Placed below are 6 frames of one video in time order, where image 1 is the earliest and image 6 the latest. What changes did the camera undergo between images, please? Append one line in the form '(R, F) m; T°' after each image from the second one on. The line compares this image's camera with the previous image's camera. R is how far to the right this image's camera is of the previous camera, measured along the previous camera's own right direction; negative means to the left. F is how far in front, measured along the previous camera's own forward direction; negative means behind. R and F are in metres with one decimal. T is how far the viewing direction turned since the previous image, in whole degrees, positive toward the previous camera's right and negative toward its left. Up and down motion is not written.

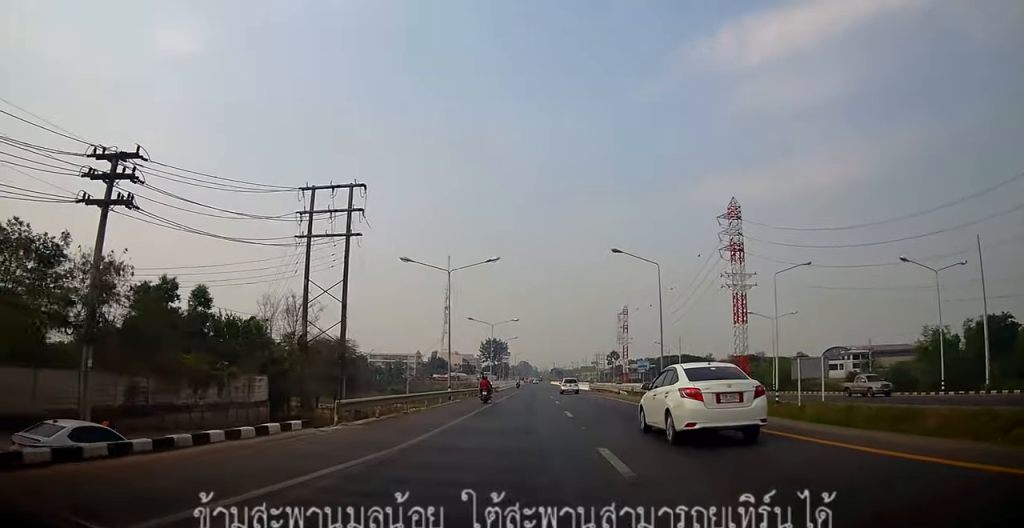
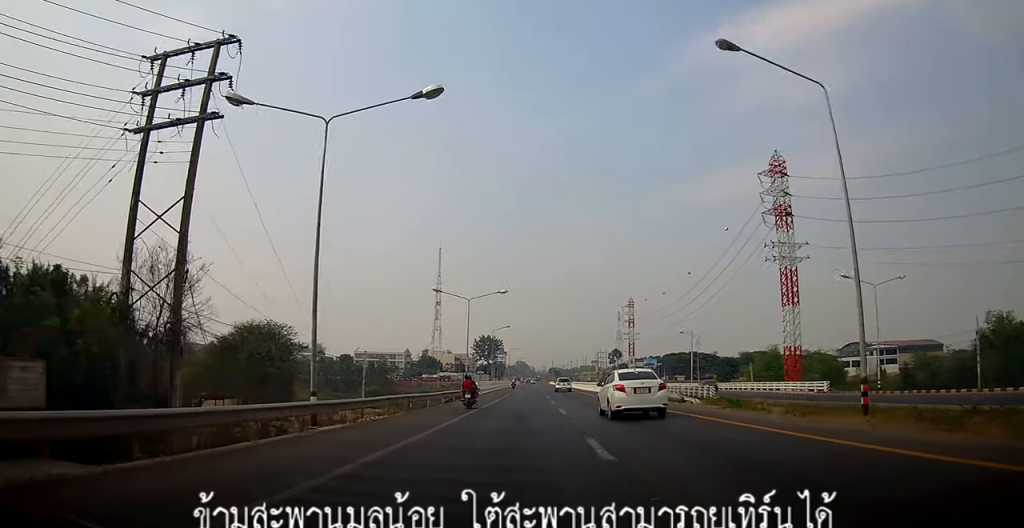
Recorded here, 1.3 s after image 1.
(-0.2, +22.7) m; 0°
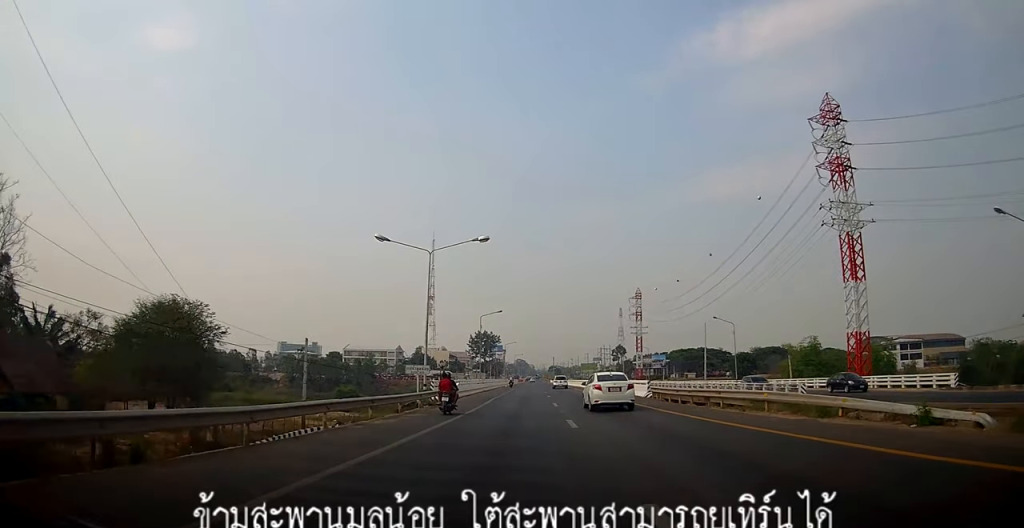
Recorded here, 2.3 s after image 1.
(+0.3, +18.0) m; +1°
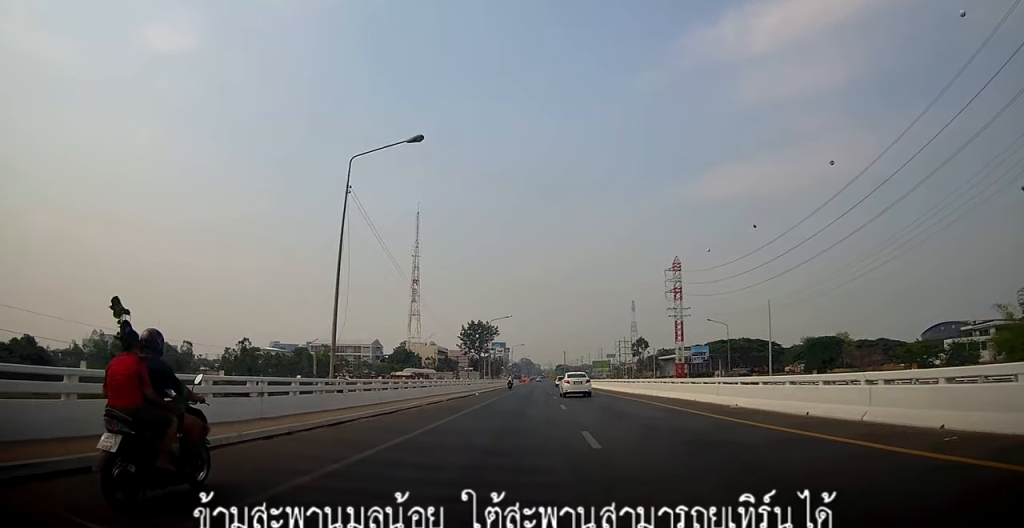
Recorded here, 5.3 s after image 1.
(-1.5, +51.2) m; 0°
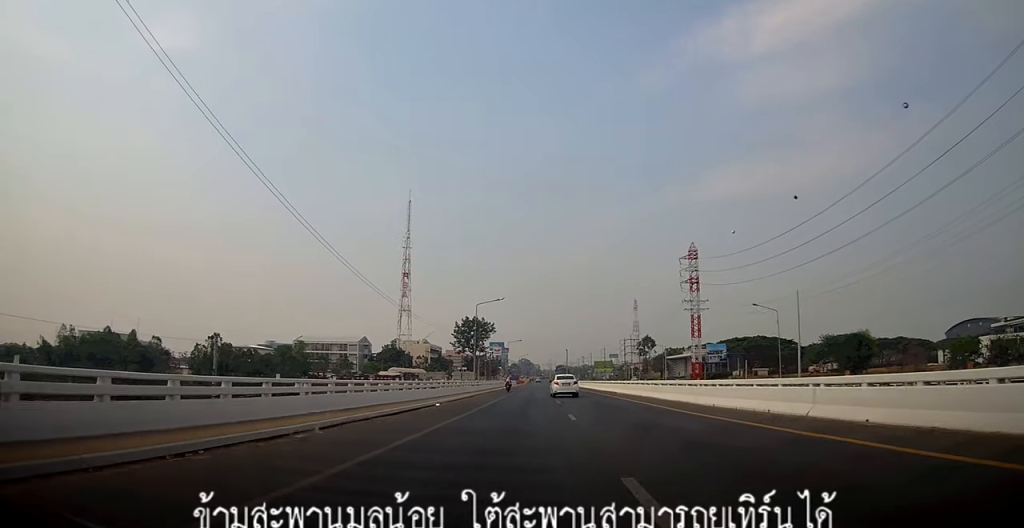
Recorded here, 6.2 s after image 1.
(+0.1, +16.8) m; 0°
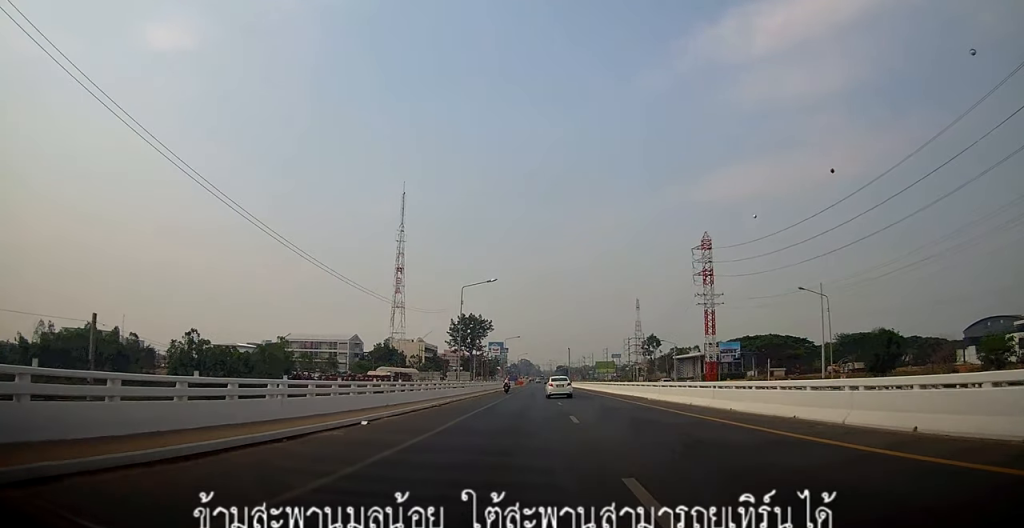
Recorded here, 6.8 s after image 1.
(0.0, +11.4) m; -1°
